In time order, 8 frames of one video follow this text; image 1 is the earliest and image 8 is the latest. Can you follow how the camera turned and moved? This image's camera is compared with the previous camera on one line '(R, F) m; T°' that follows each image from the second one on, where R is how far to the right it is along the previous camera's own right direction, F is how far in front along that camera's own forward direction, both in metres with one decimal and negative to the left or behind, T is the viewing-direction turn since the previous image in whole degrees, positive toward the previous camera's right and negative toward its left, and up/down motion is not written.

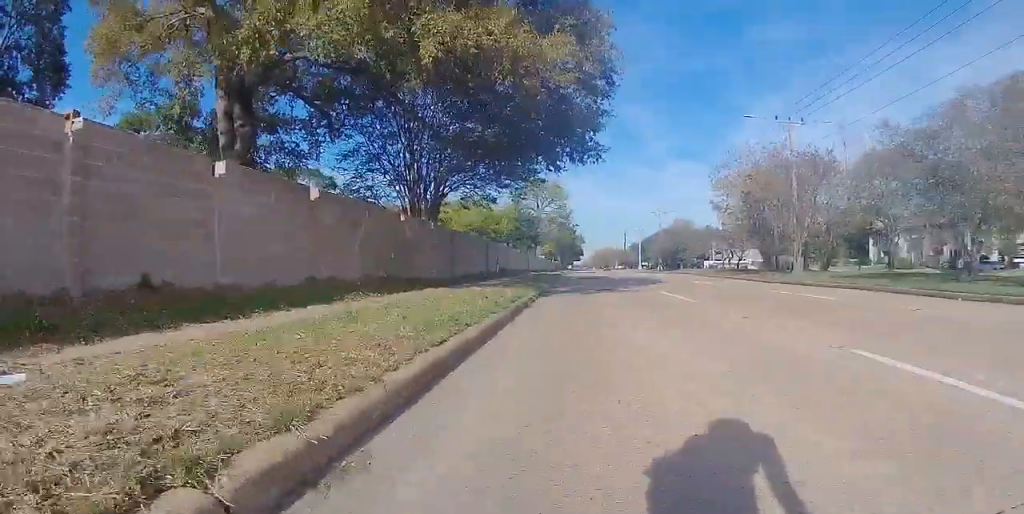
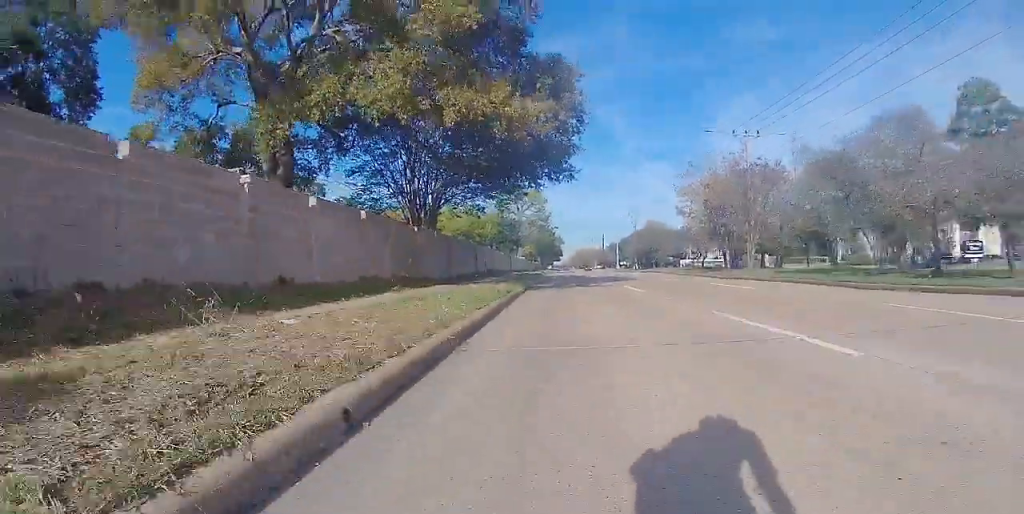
(0.0, +4.2) m; 0°
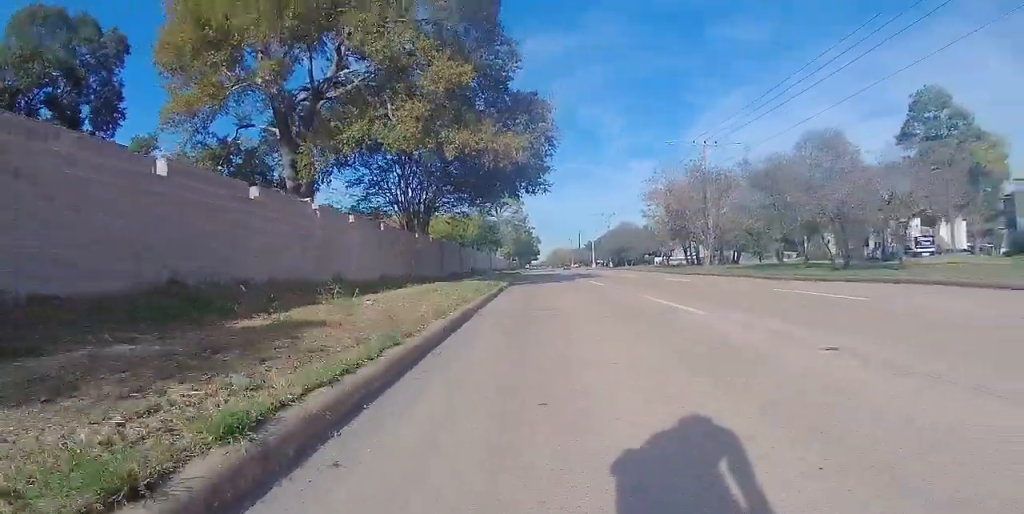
(0.0, +4.2) m; +1°
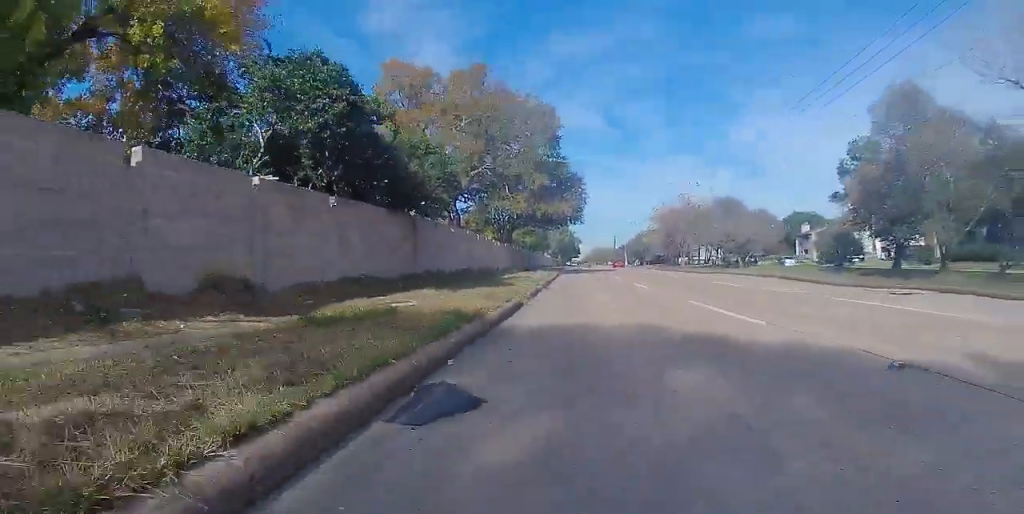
(+0.5, +20.4) m; +3°
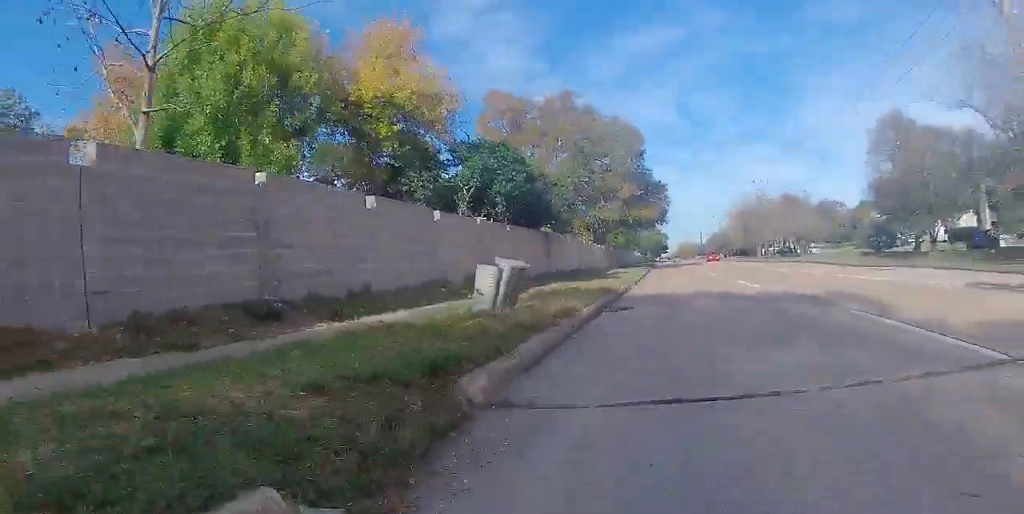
(0.0, +6.0) m; -2°
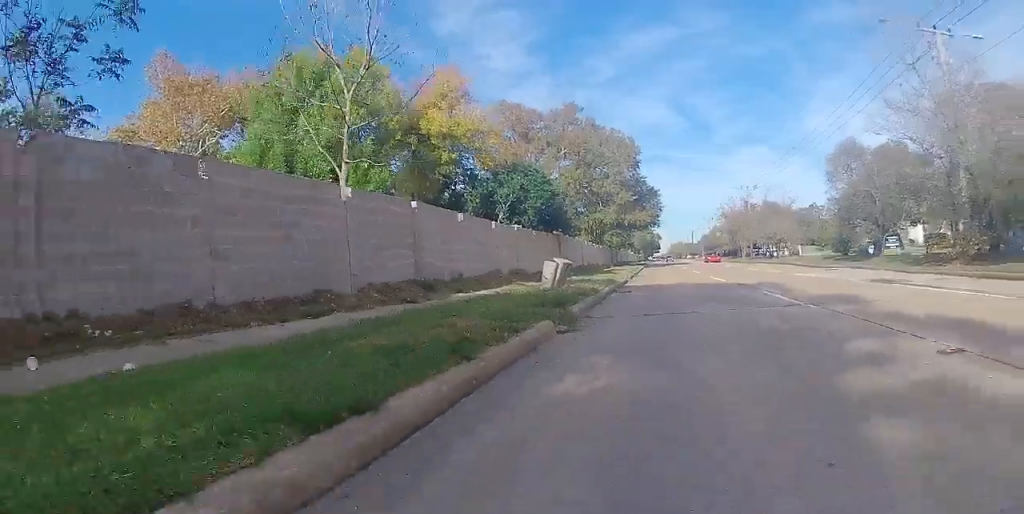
(-0.2, +5.1) m; -2°
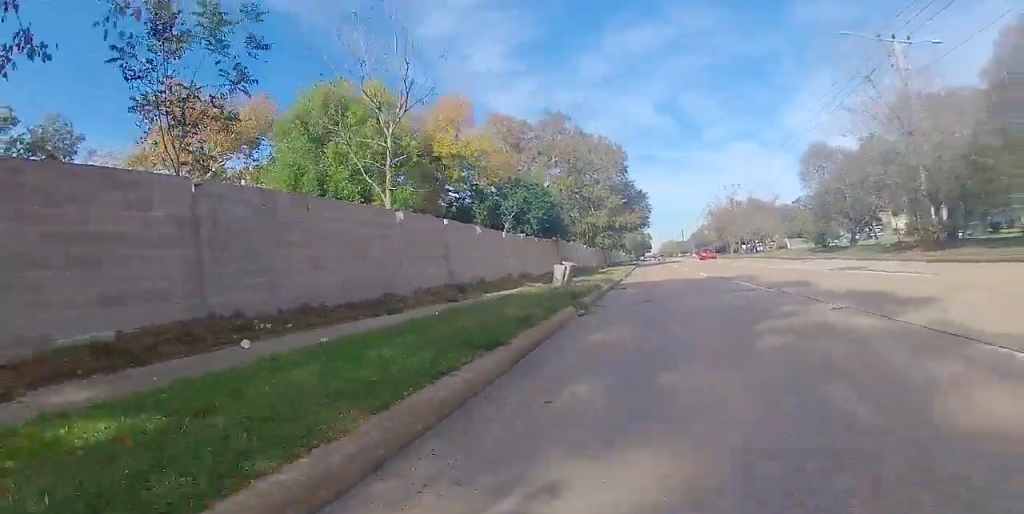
(0.0, +2.6) m; 0°
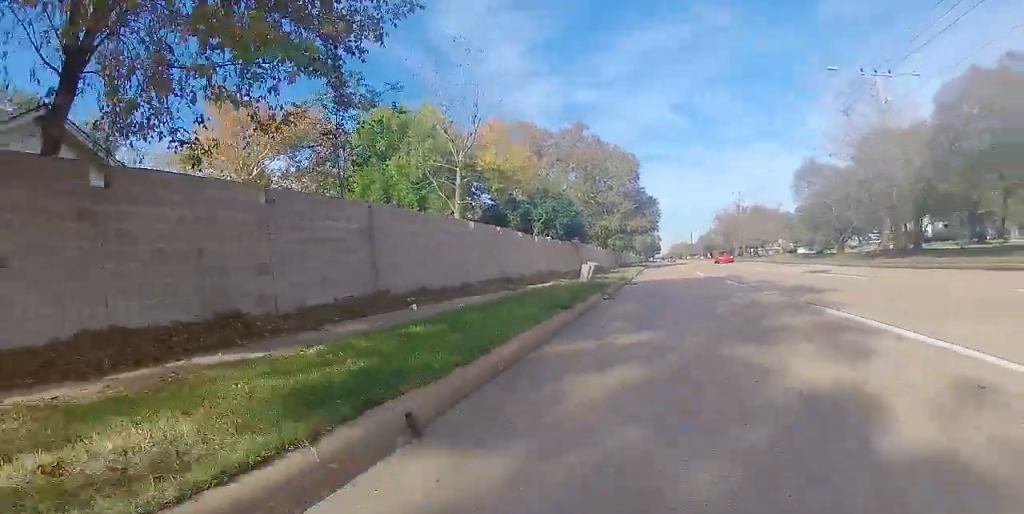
(0.0, +4.4) m; +1°
